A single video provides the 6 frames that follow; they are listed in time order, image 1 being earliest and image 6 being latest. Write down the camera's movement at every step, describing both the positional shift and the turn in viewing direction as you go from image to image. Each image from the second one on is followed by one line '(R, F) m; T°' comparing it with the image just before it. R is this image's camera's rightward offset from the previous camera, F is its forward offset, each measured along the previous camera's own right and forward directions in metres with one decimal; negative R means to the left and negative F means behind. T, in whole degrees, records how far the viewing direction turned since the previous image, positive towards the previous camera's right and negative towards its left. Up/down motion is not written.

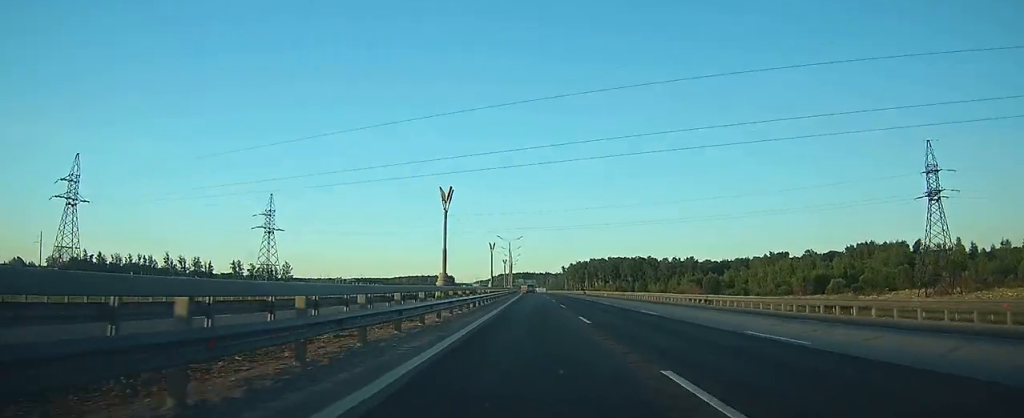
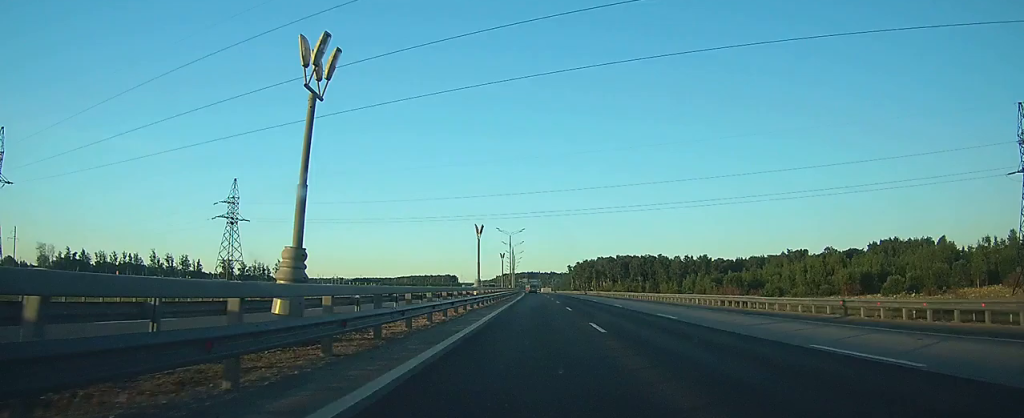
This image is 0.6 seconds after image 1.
(0.0, +19.9) m; 0°
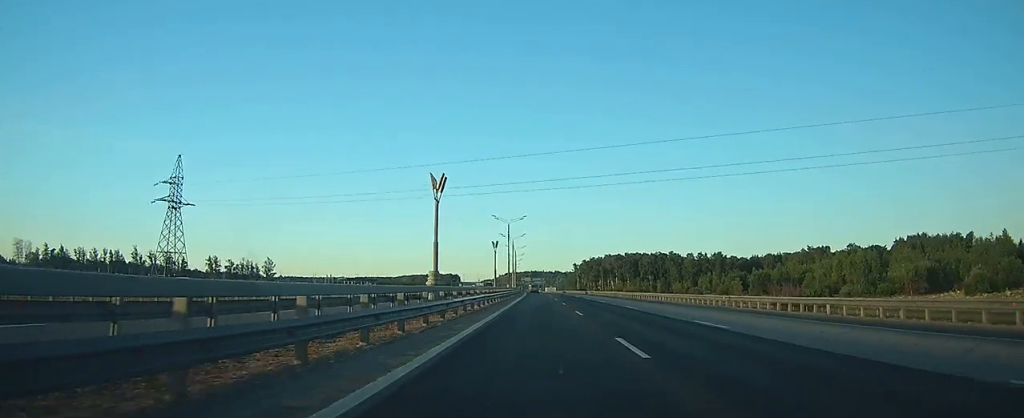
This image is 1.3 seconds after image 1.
(0.0, +22.1) m; 0°
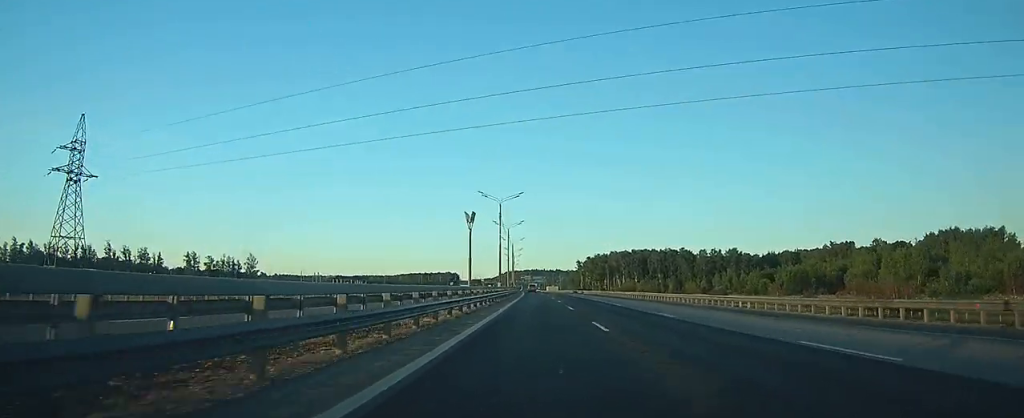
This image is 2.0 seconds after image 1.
(-0.1, +25.5) m; 0°
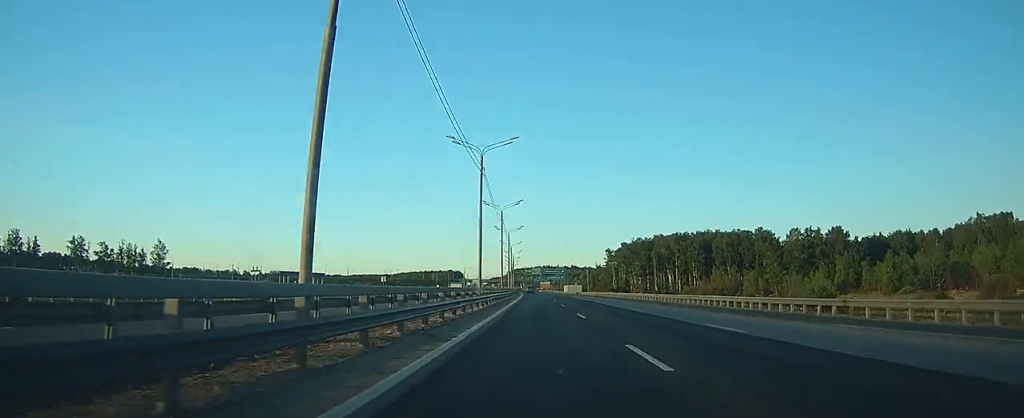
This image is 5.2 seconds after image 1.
(-0.8, +104.3) m; -1°
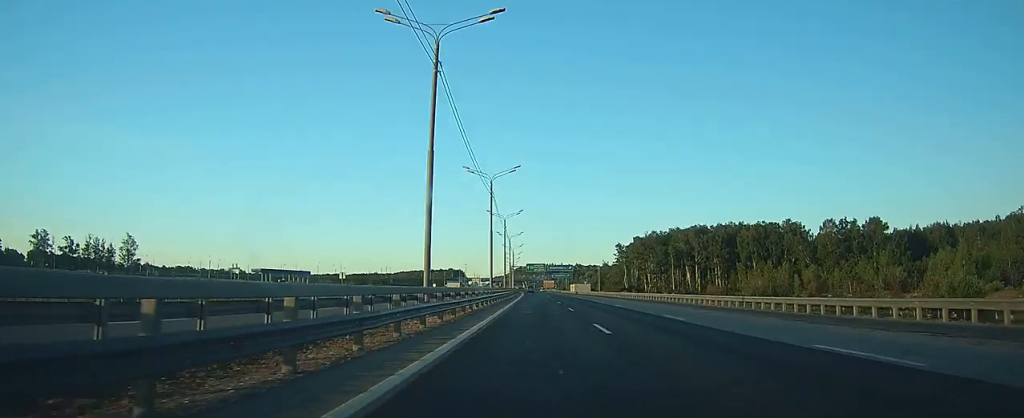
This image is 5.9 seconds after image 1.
(-0.1, +24.6) m; 0°
